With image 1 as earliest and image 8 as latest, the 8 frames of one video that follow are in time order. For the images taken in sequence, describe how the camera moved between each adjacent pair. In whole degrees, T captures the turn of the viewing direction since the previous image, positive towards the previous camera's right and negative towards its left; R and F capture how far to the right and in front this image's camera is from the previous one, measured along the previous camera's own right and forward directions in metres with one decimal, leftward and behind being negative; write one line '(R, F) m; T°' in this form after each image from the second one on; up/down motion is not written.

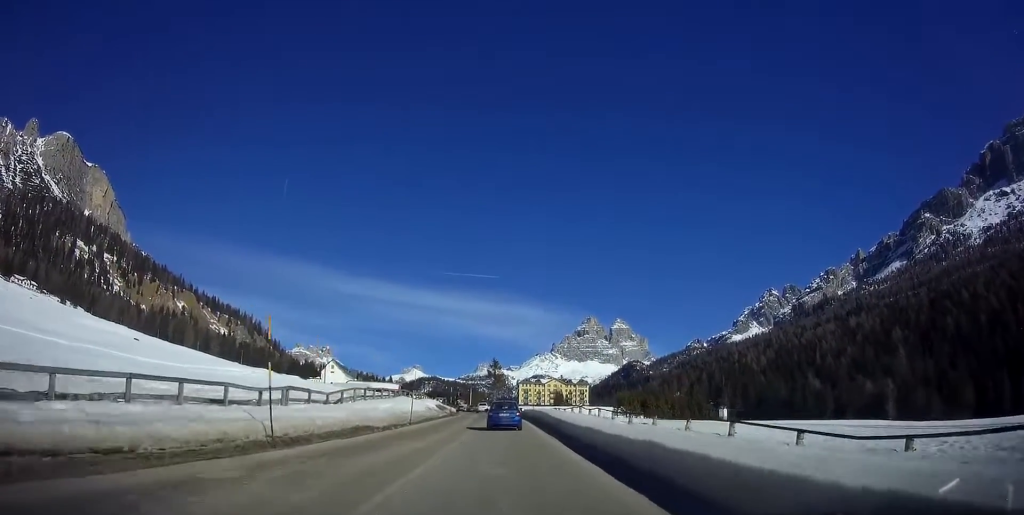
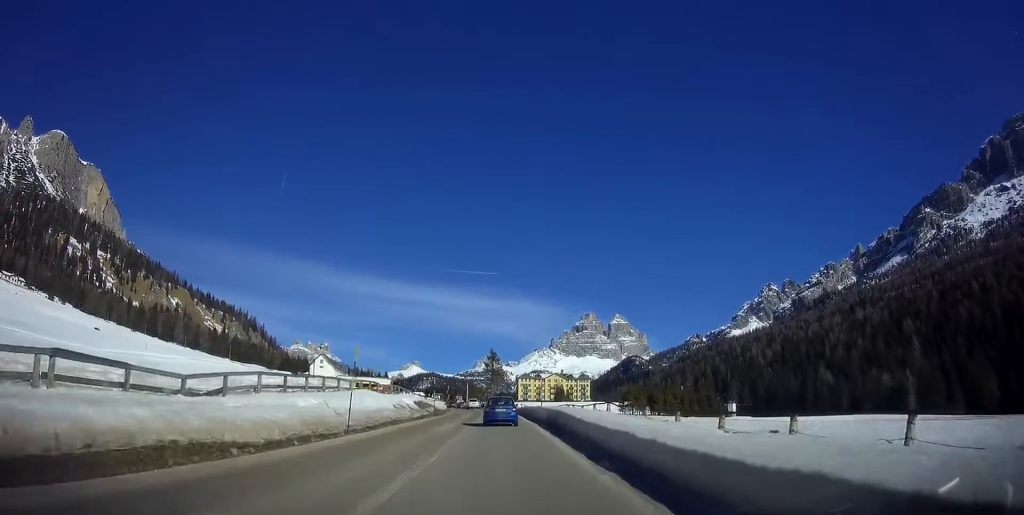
(0.0, +12.2) m; 0°
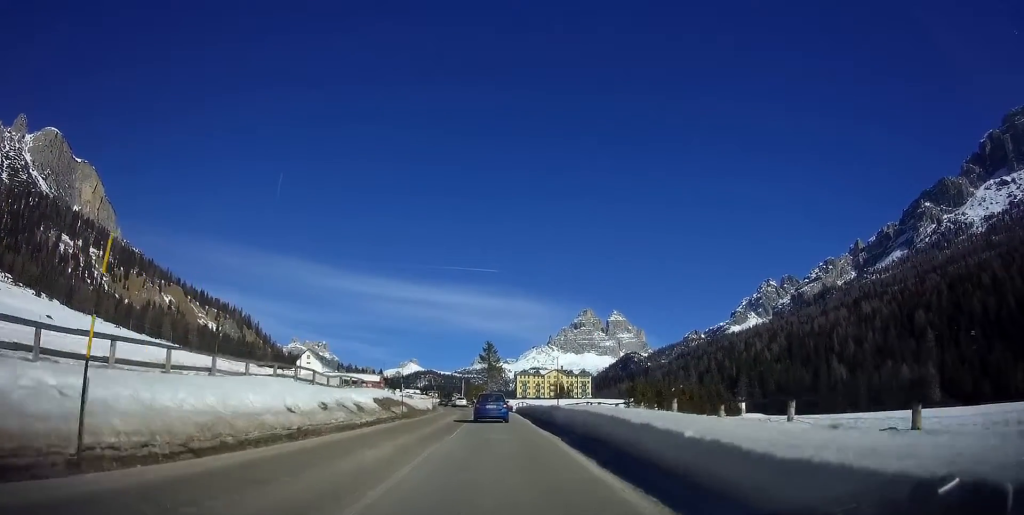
(0.0, +12.4) m; 0°
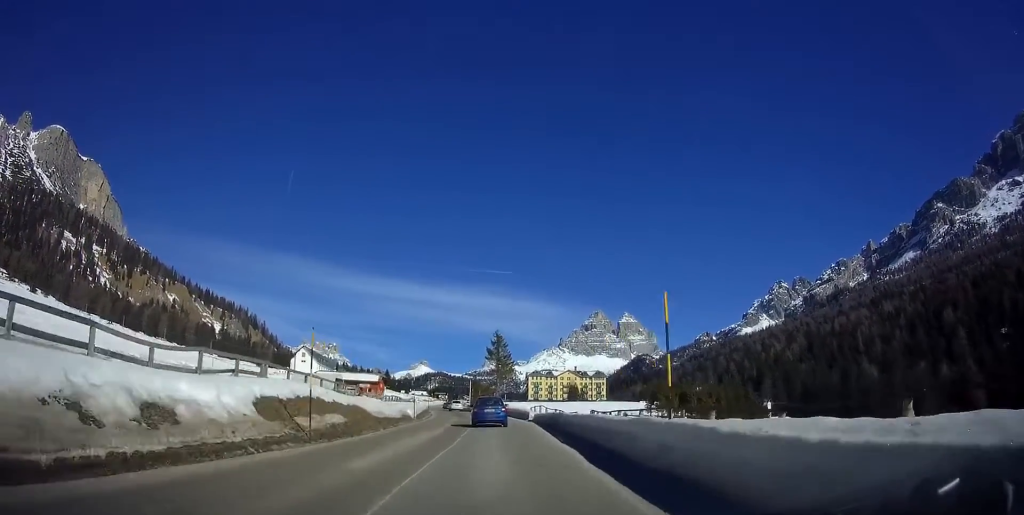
(0.0, +15.4) m; -1°
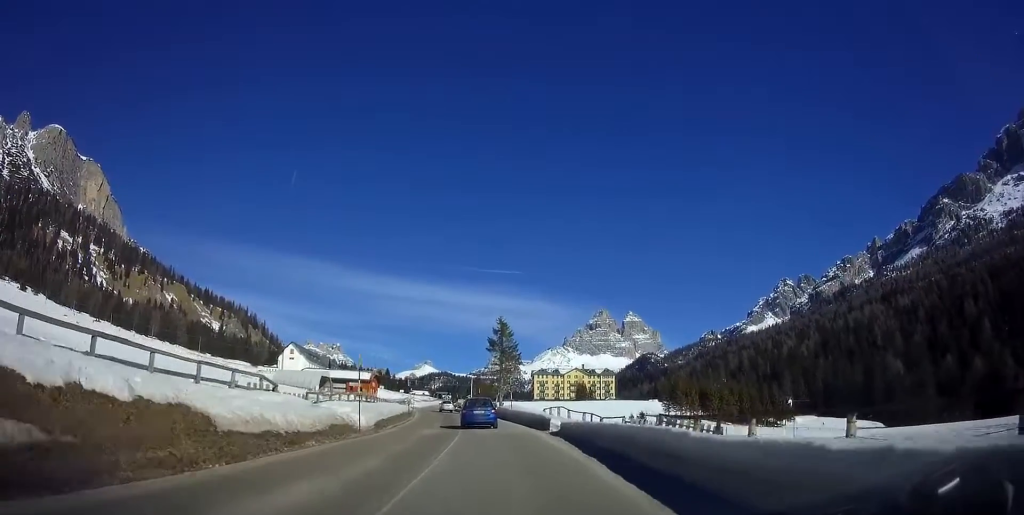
(-0.2, +14.3) m; -2°
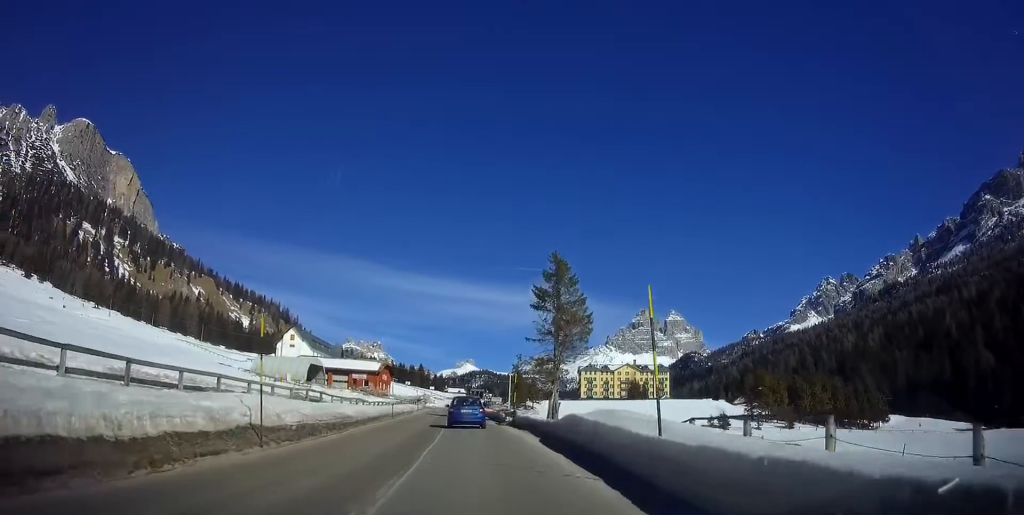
(-1.6, +31.4) m; -6°
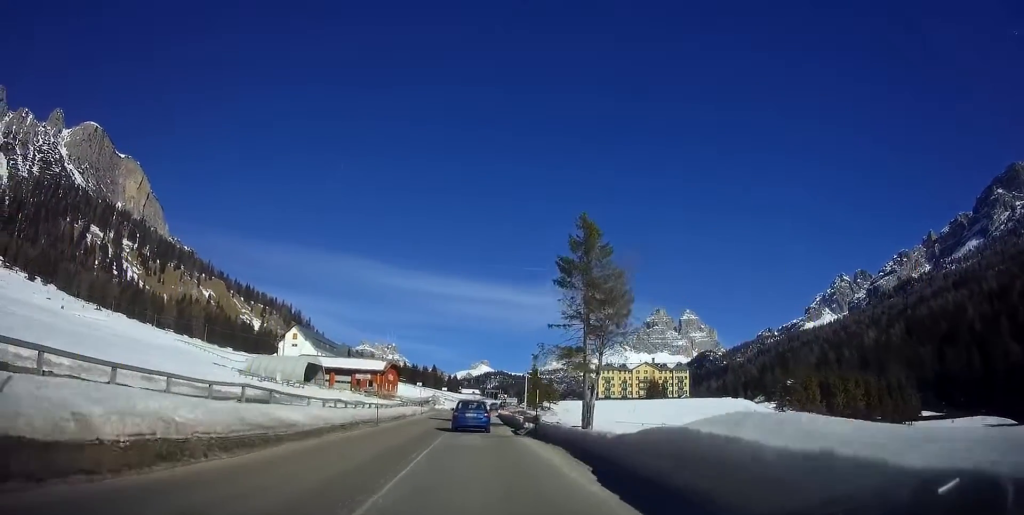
(-0.1, +8.2) m; 0°
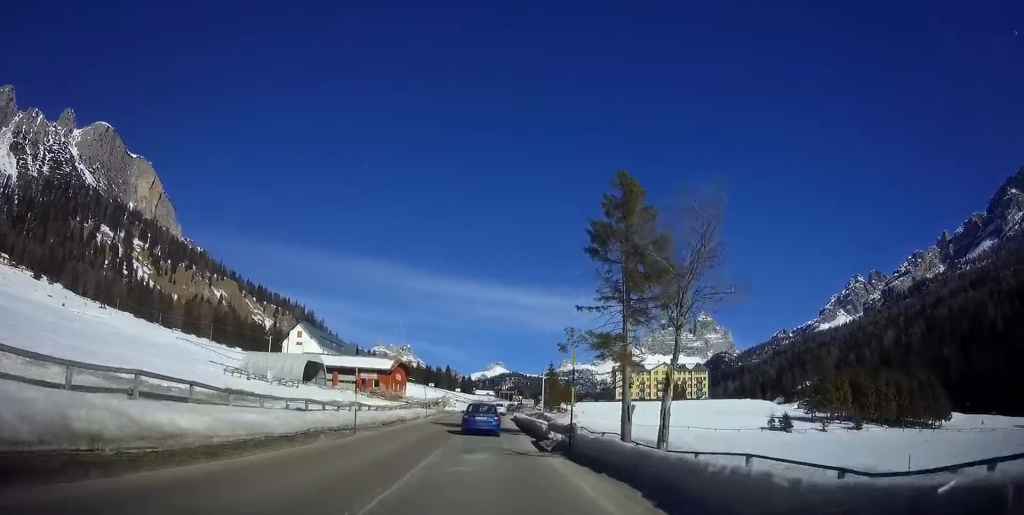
(0.0, +6.8) m; 0°
